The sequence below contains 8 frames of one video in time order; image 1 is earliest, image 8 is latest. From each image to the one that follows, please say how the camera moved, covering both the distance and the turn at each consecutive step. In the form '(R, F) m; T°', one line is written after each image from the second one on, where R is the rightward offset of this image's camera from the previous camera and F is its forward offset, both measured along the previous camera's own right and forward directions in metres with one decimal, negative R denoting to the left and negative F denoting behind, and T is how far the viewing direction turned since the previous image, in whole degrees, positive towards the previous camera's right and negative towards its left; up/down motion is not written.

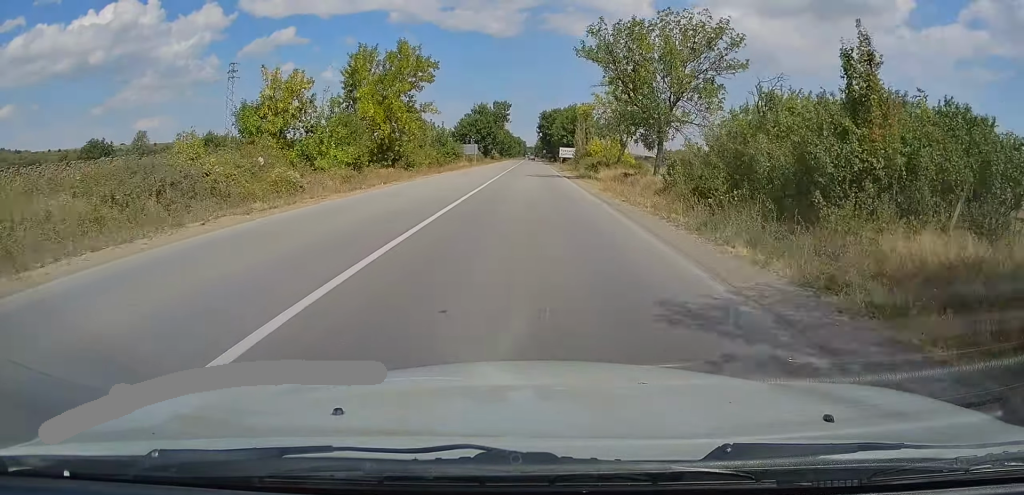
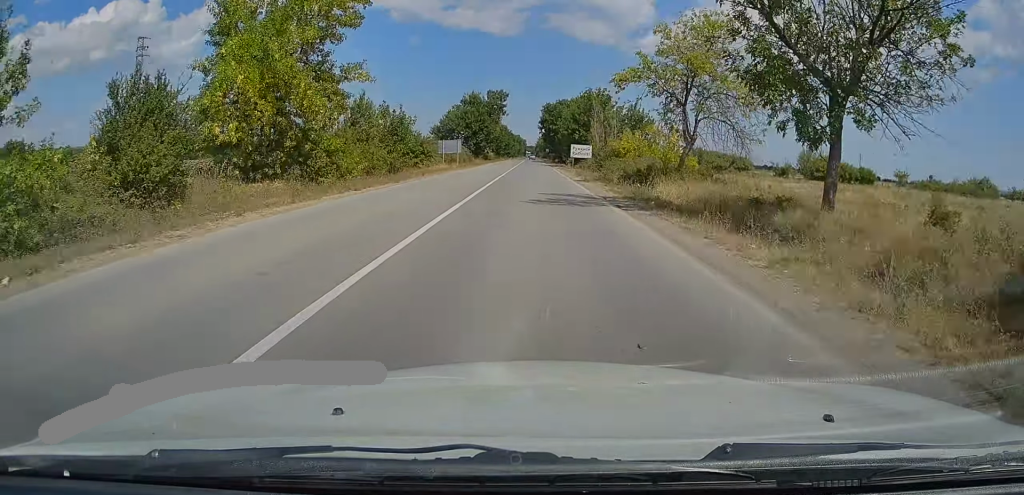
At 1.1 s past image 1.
(0.0, +21.6) m; 0°
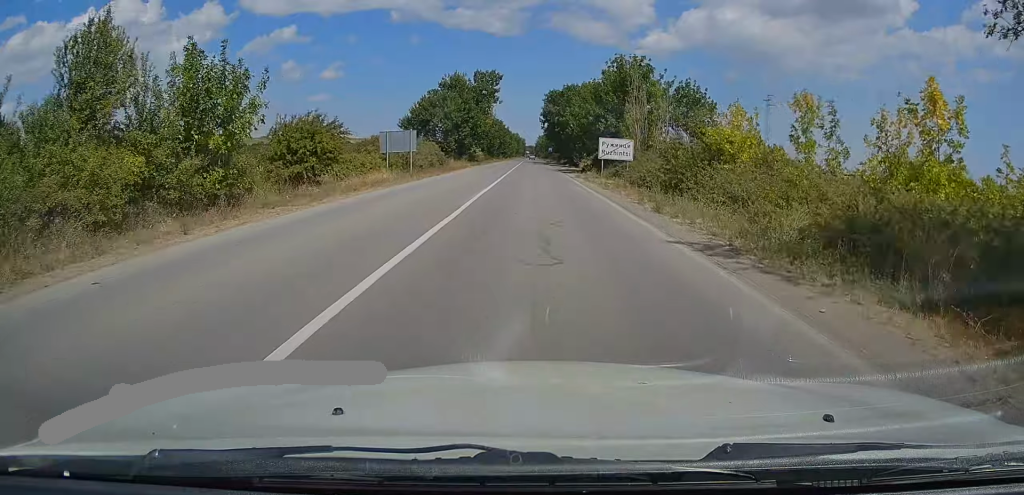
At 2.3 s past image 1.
(+0.1, +25.3) m; 0°
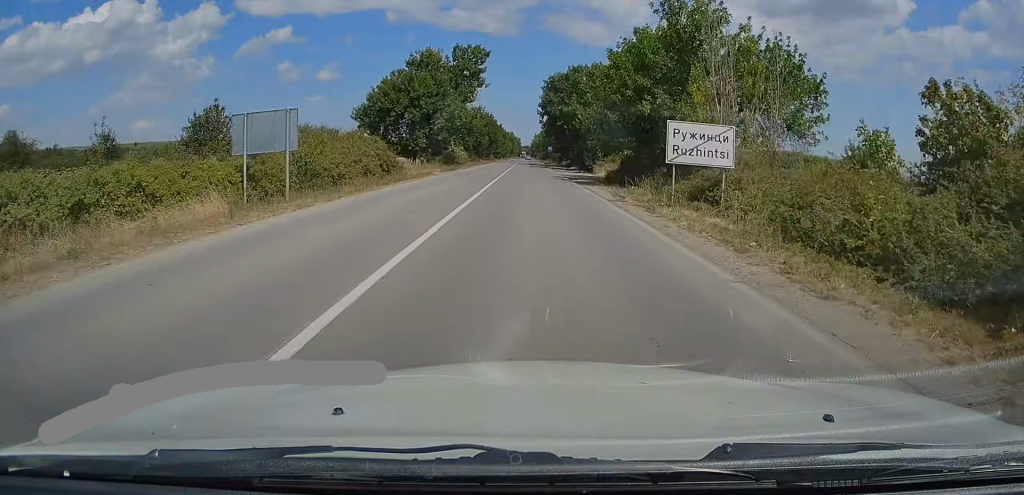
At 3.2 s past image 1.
(-0.2, +19.6) m; 0°
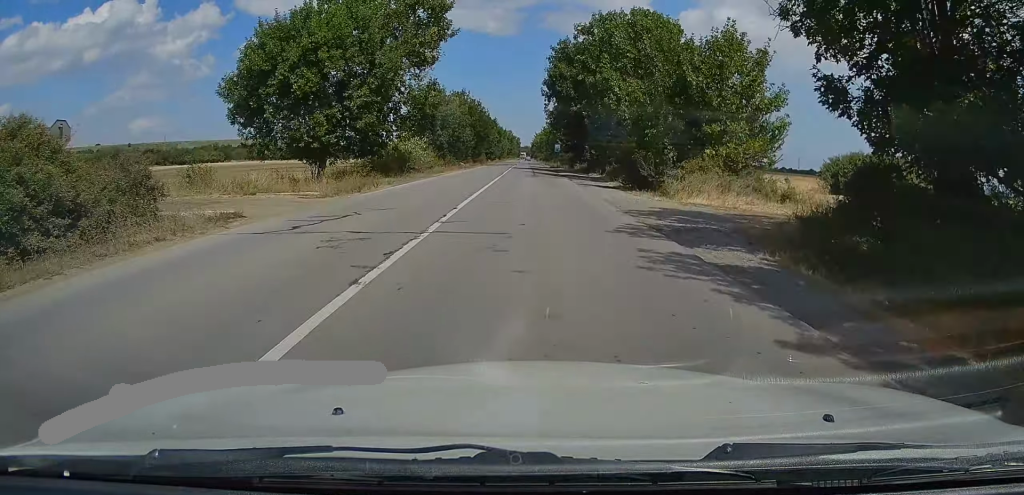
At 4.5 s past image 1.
(+0.2, +27.3) m; 0°
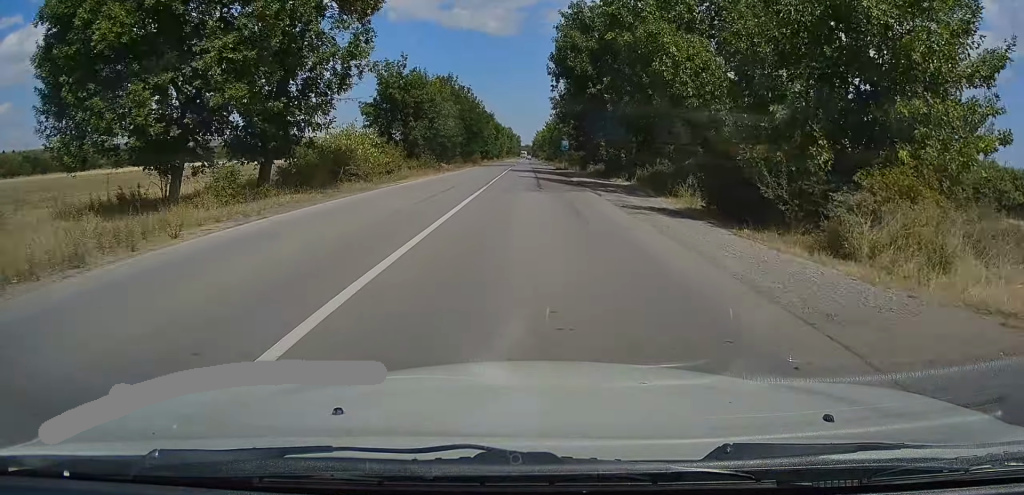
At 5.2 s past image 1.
(-0.1, +14.6) m; 0°
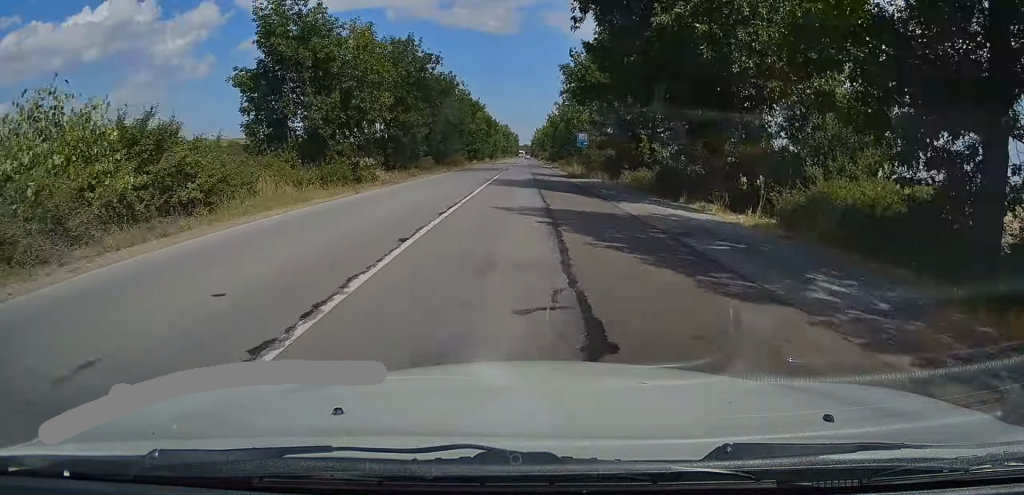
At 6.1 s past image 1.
(-0.1, +21.5) m; 0°
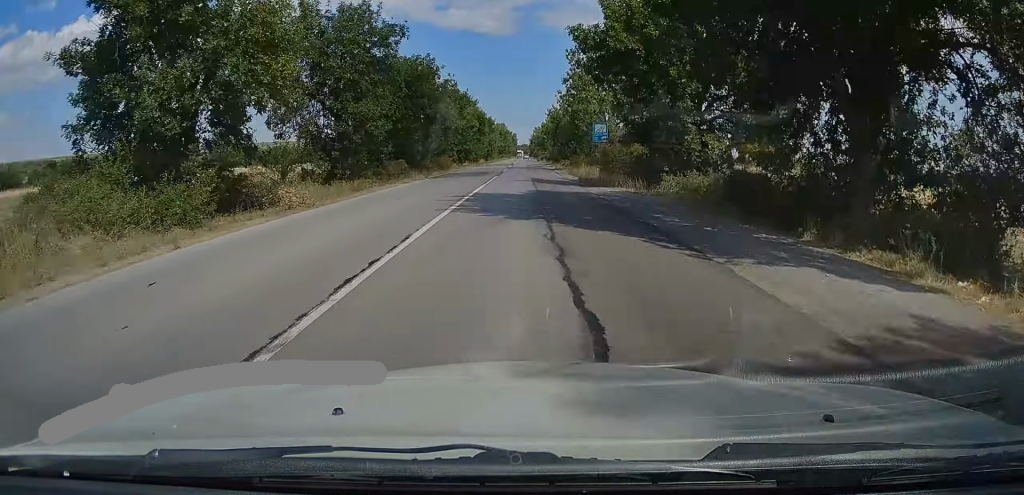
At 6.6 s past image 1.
(-0.1, +11.2) m; 0°
